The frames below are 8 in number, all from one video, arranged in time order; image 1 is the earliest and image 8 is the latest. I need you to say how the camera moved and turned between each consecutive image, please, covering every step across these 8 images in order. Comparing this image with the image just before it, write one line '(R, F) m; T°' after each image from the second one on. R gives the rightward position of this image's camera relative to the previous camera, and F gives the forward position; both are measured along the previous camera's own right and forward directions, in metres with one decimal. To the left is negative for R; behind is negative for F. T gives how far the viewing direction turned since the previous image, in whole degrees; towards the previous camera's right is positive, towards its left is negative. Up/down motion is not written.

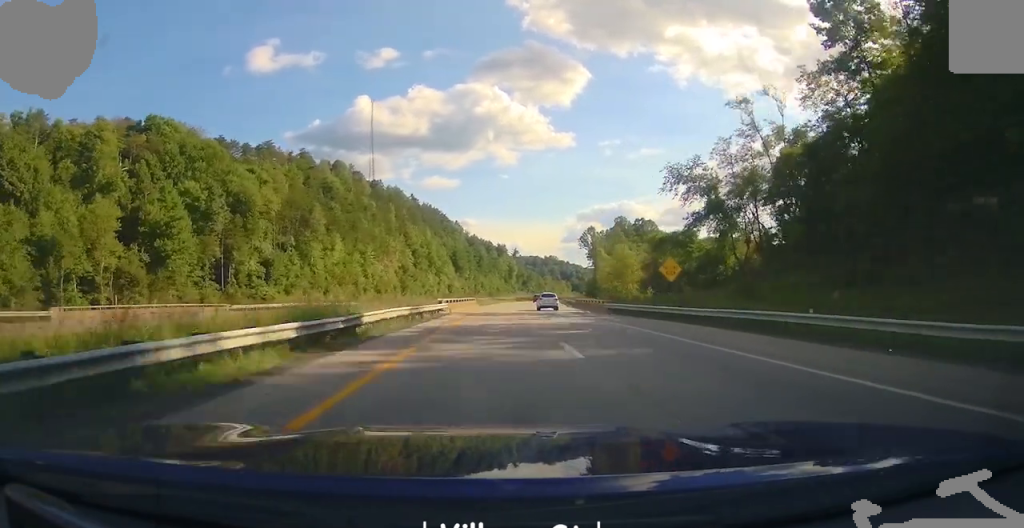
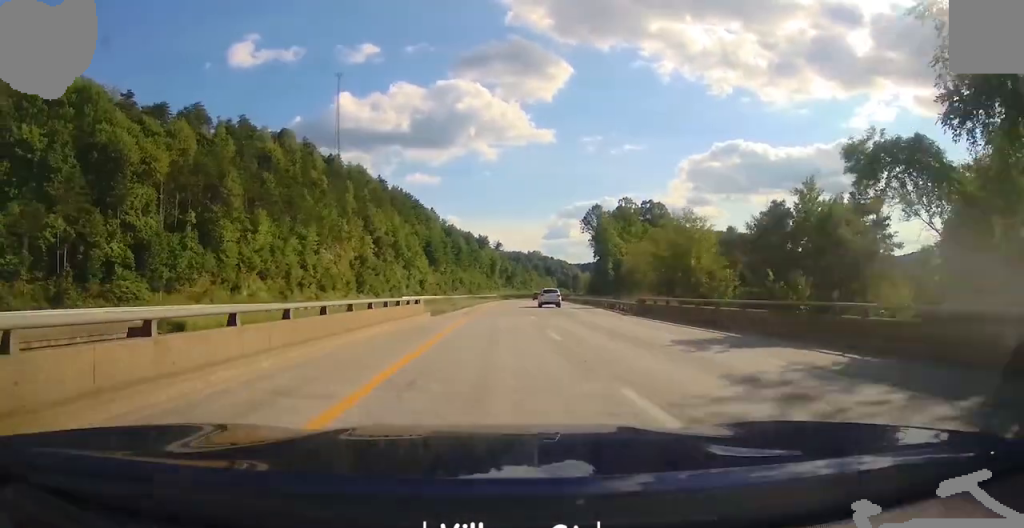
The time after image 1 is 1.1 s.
(+1.0, +39.3) m; +3°
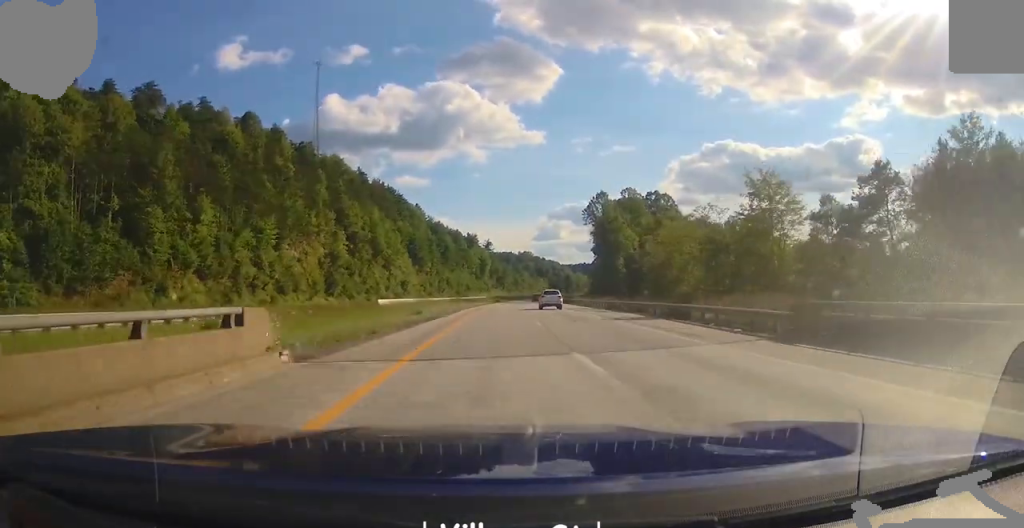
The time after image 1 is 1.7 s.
(+0.4, +19.8) m; +1°
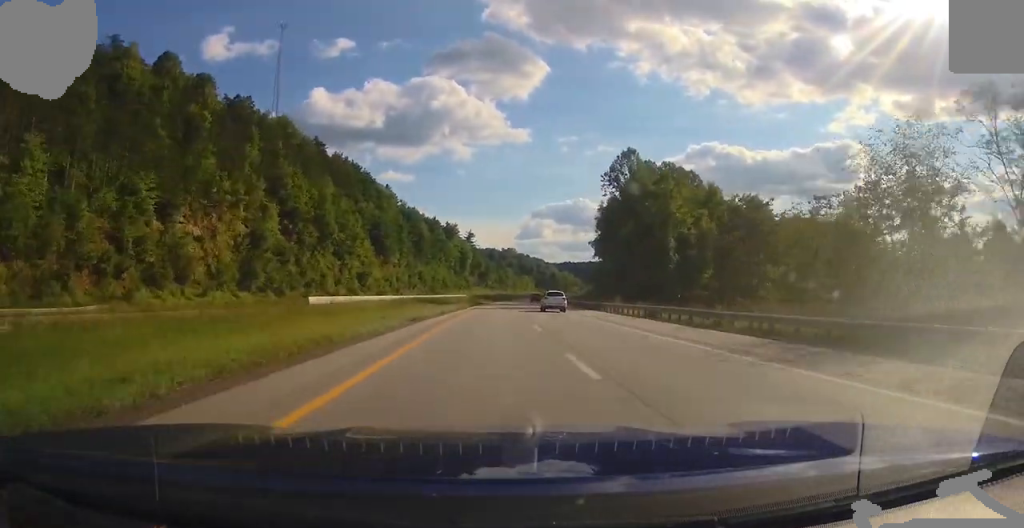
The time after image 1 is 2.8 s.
(+0.4, +38.5) m; +1°
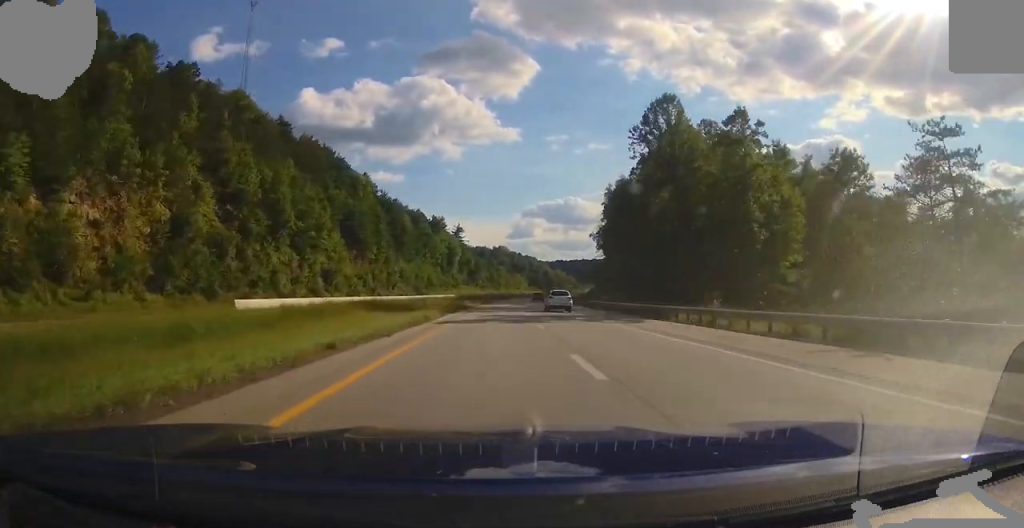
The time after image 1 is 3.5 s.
(+0.2, +24.5) m; +1°
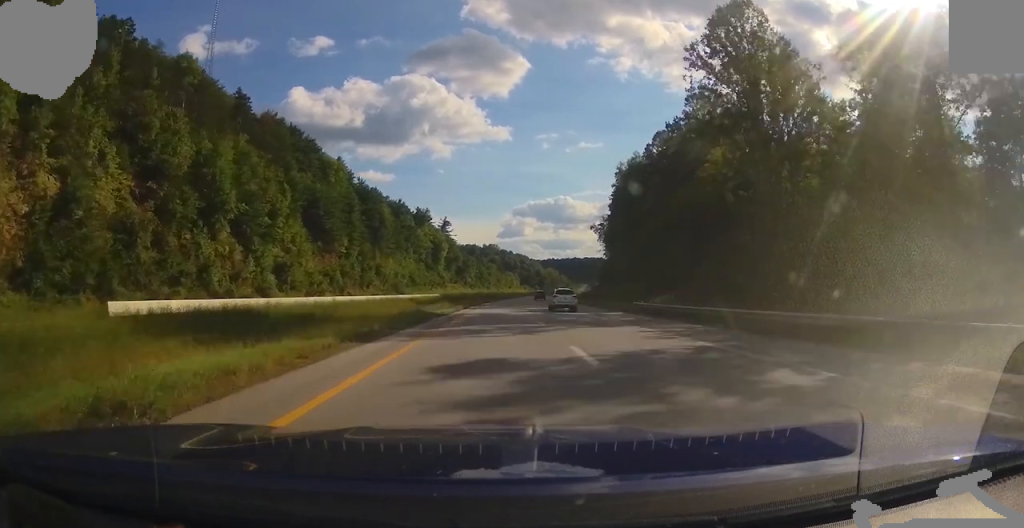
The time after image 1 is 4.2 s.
(0.0, +23.3) m; +2°
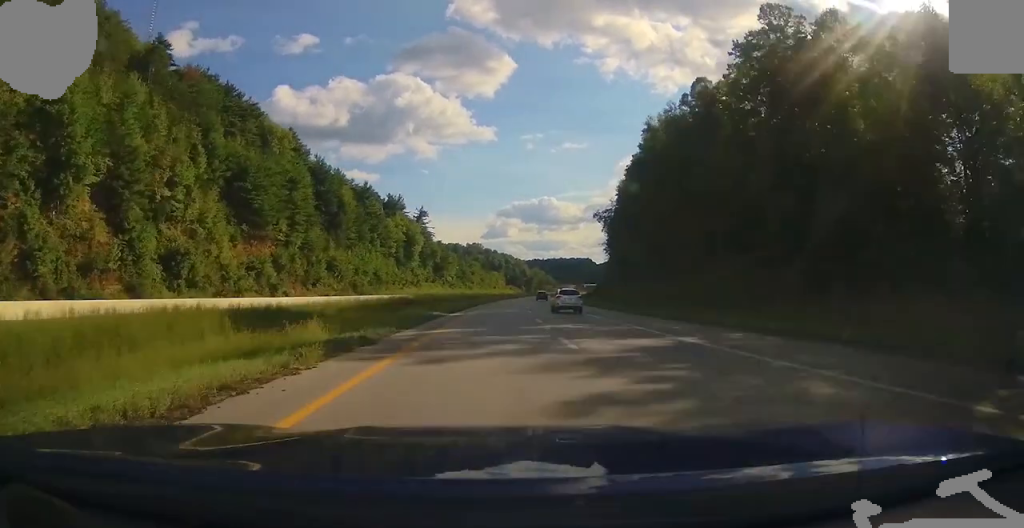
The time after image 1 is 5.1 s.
(+1.2, +33.9) m; +2°
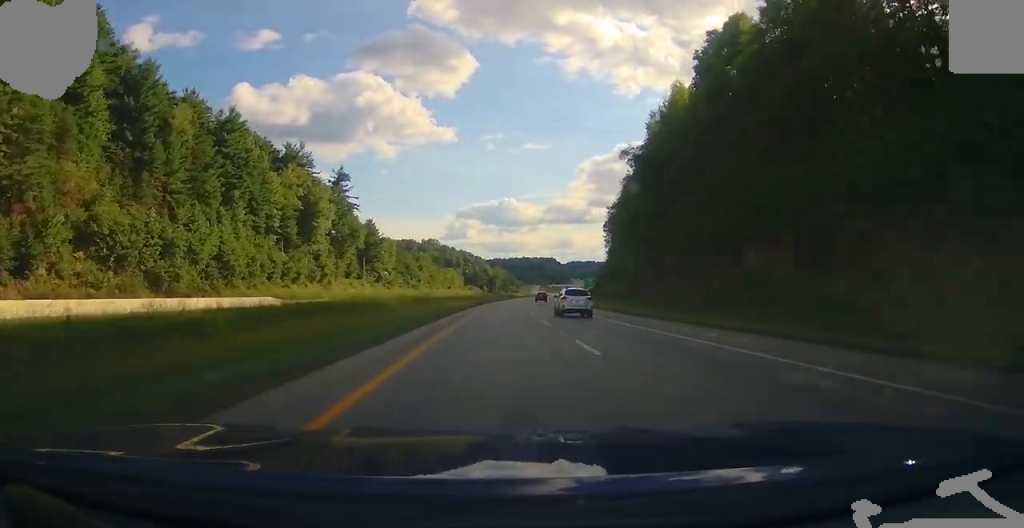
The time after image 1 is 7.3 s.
(0.0, +75.0) m; 0°
